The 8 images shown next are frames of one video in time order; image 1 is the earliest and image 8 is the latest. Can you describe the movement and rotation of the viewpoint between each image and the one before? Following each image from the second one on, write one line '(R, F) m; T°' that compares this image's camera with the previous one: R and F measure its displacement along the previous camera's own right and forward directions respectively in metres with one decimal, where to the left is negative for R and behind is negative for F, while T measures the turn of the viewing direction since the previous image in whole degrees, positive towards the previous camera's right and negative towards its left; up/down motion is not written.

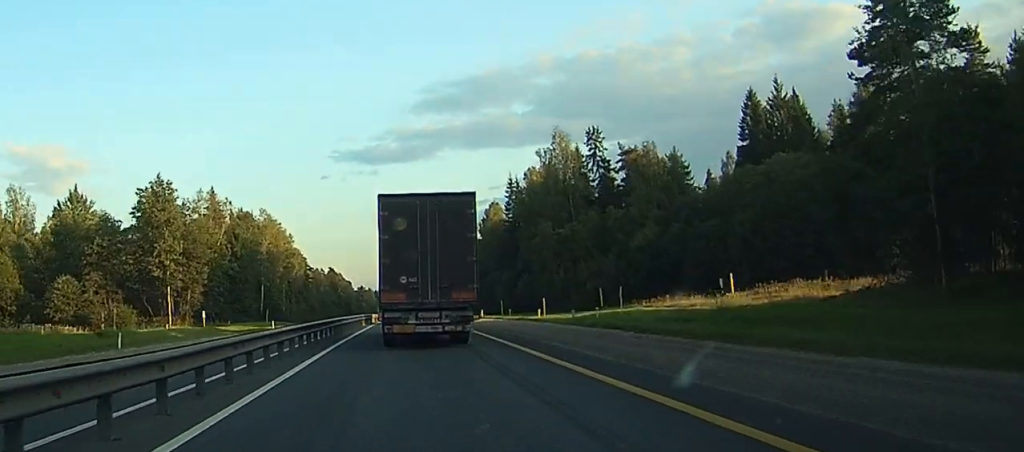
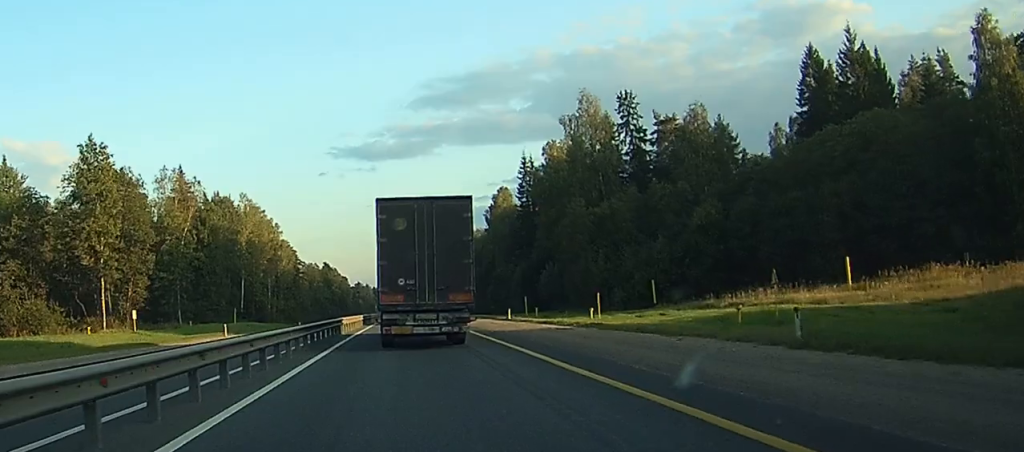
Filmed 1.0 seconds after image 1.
(0.0, +16.3) m; 0°
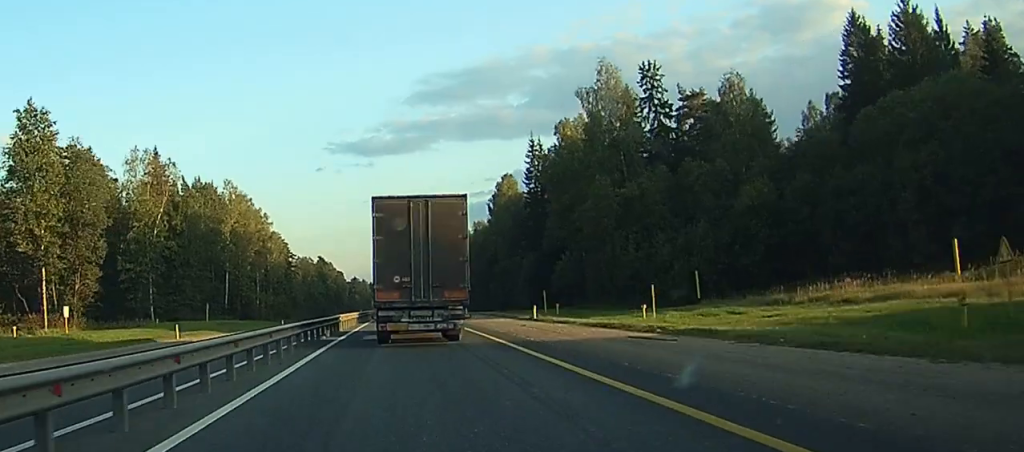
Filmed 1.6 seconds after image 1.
(0.0, +10.2) m; 0°
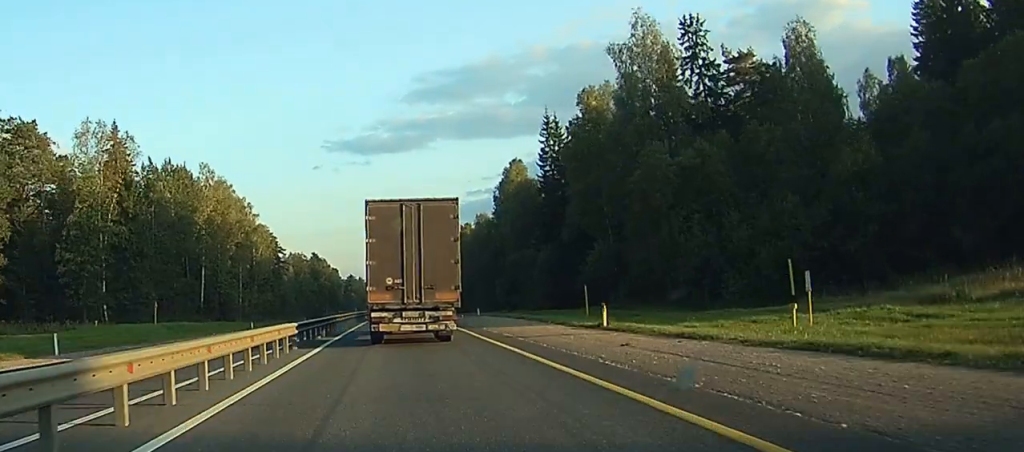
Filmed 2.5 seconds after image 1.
(0.0, +15.4) m; 0°
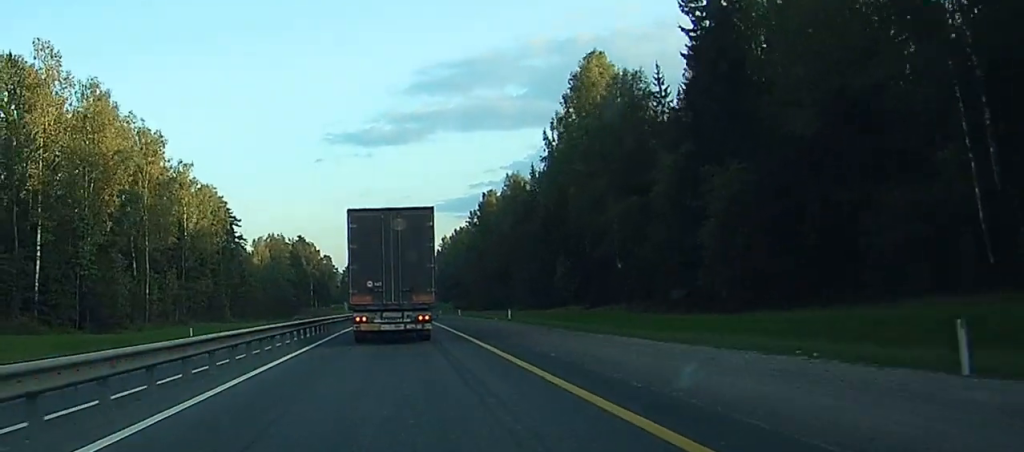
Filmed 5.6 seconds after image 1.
(-0.1, +70.3) m; 0°
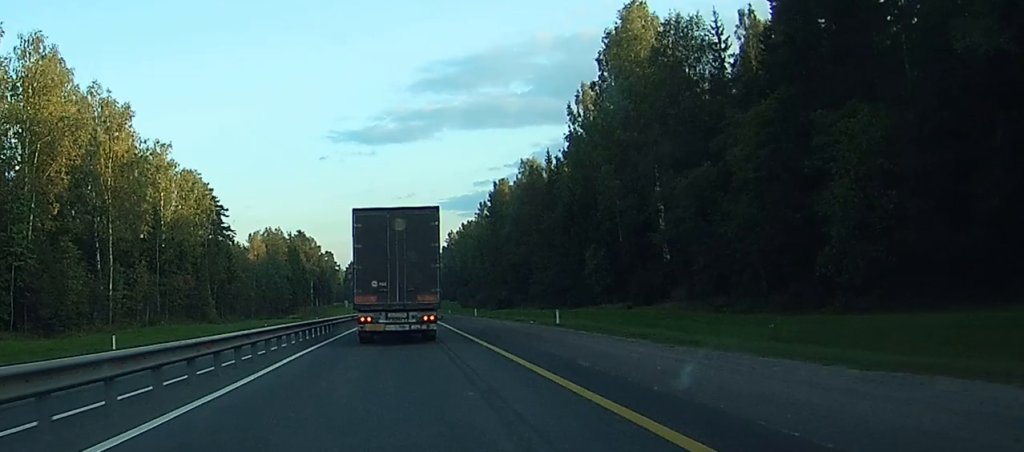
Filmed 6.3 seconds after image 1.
(0.0, +19.3) m; 0°
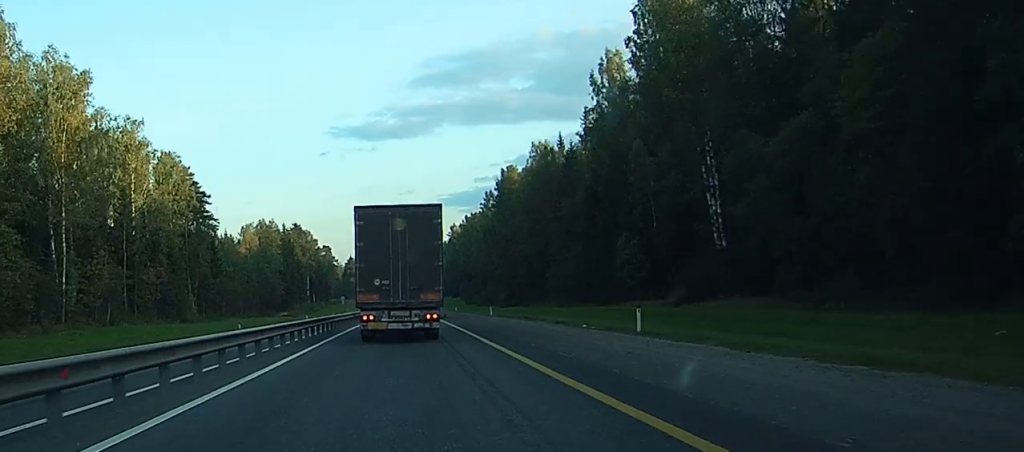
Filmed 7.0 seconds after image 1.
(-0.1, +18.0) m; 0°
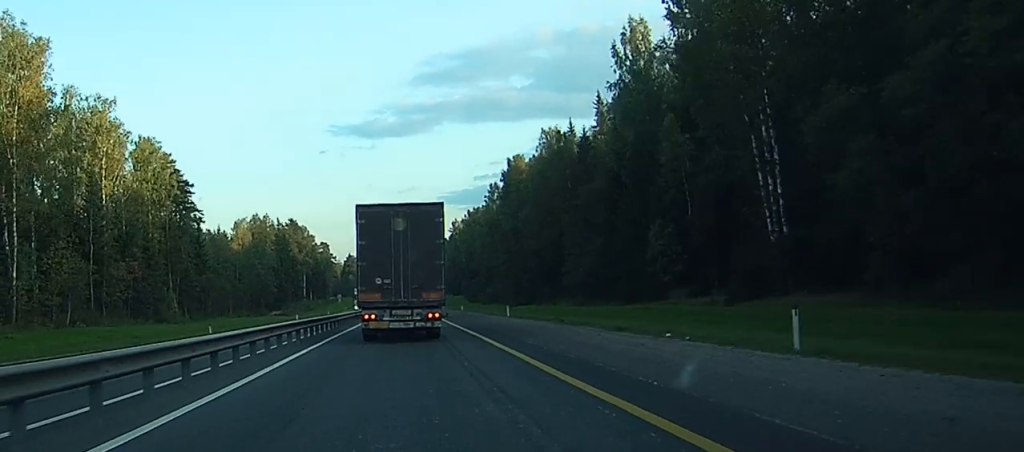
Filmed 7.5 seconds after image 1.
(0.0, +13.9) m; 0°
